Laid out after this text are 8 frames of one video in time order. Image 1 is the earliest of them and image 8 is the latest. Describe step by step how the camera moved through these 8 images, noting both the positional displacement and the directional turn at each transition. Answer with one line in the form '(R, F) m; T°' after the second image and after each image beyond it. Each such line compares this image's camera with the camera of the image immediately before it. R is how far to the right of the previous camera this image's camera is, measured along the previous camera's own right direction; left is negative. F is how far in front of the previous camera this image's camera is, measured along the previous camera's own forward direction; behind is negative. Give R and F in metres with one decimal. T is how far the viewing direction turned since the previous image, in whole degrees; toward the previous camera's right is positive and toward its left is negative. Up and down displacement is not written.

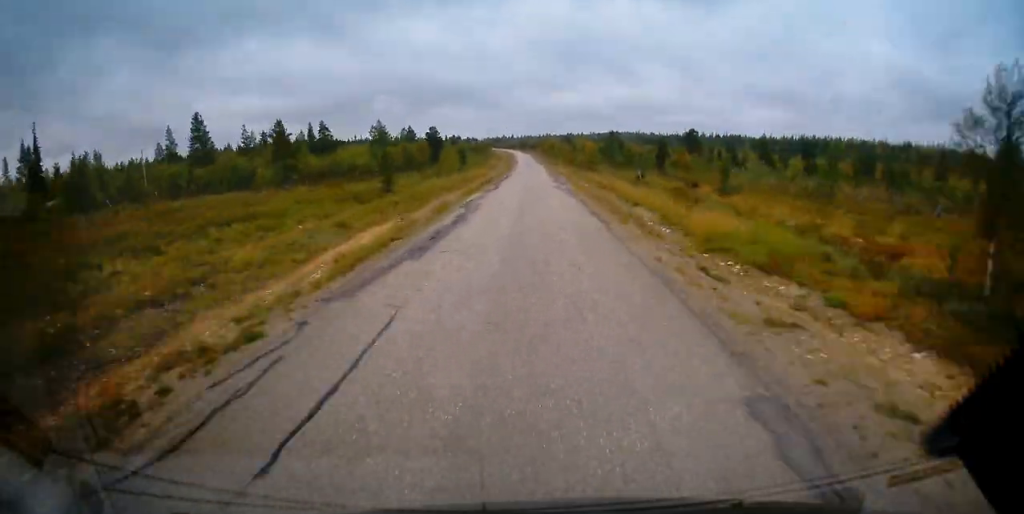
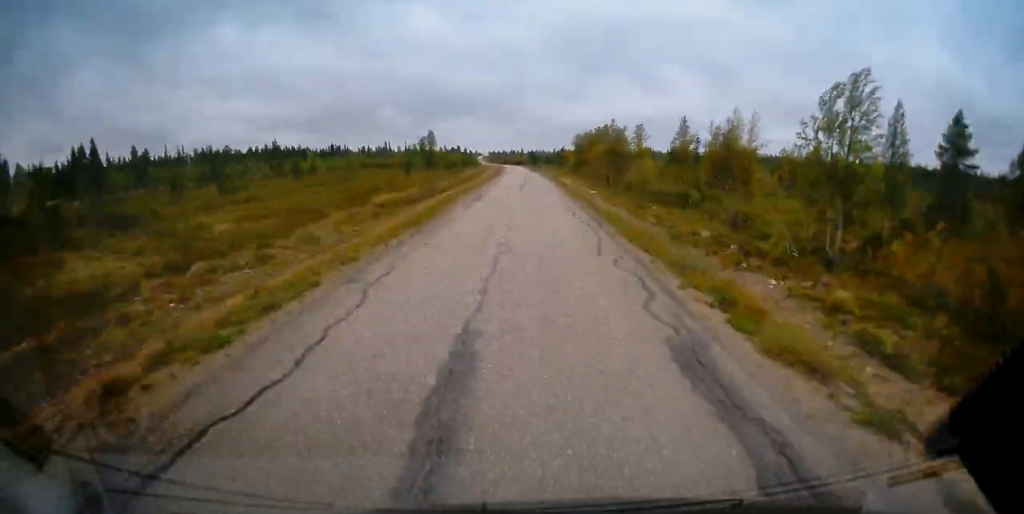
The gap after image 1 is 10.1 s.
(-2.3, +155.2) m; -2°
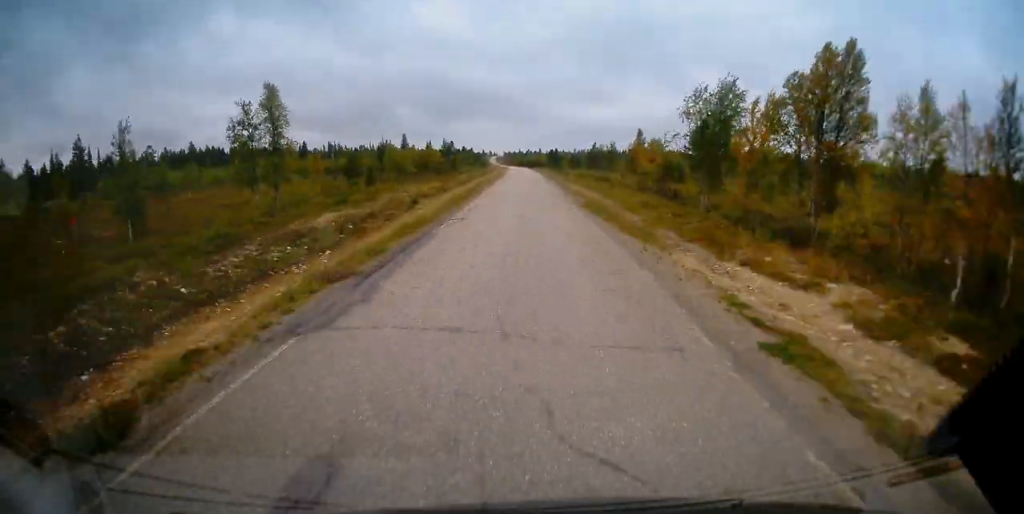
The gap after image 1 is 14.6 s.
(-0.9, +69.5) m; -1°
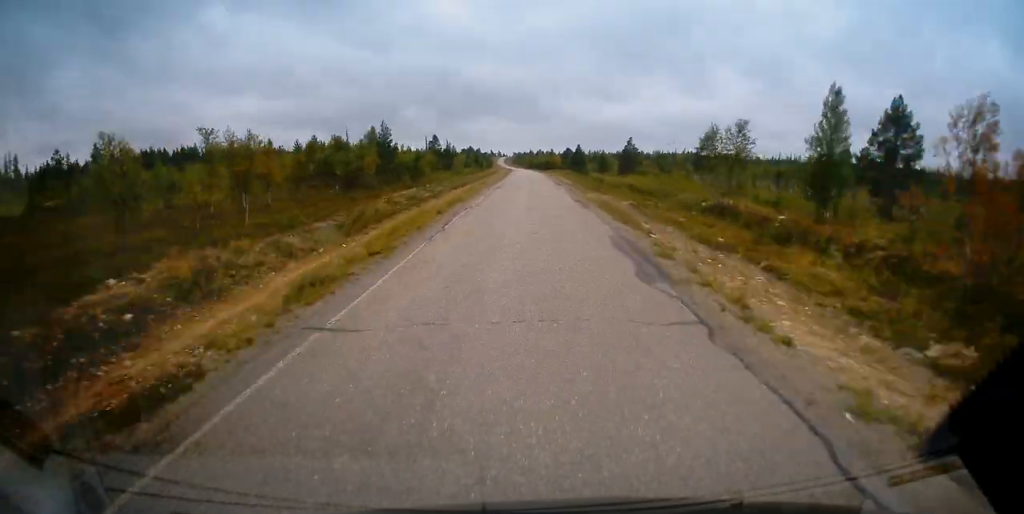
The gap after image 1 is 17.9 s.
(-0.3, +50.8) m; -1°
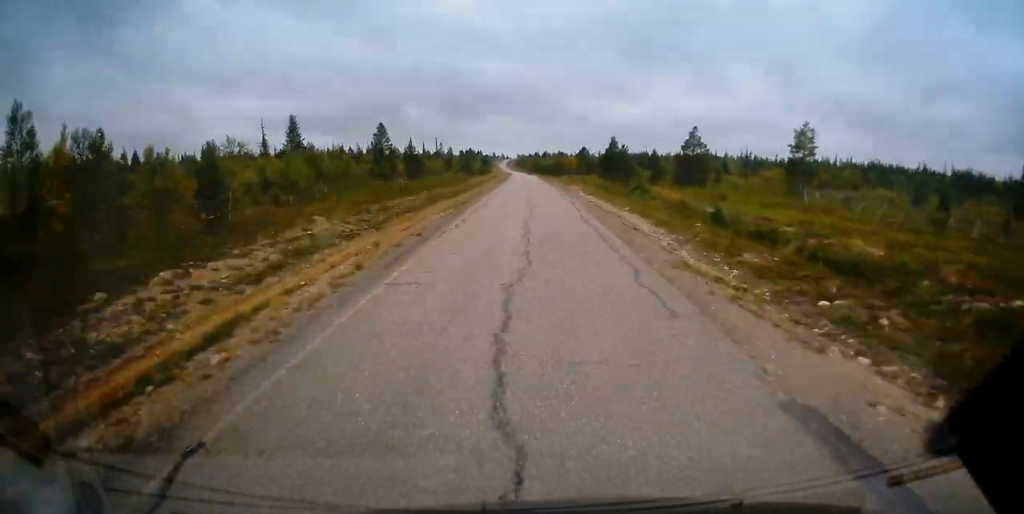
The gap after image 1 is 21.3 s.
(-0.2, +53.7) m; 0°
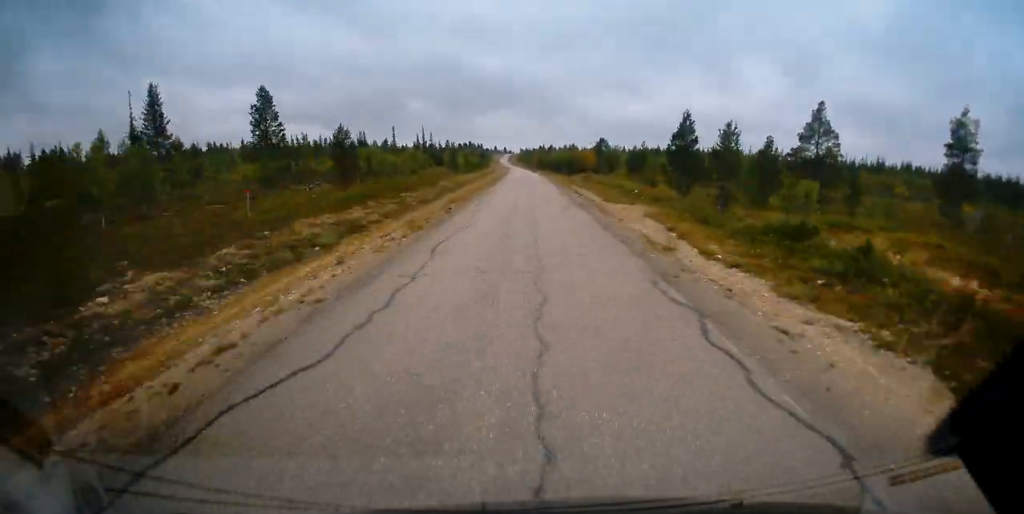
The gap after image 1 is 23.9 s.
(-0.1, +39.6) m; 0°
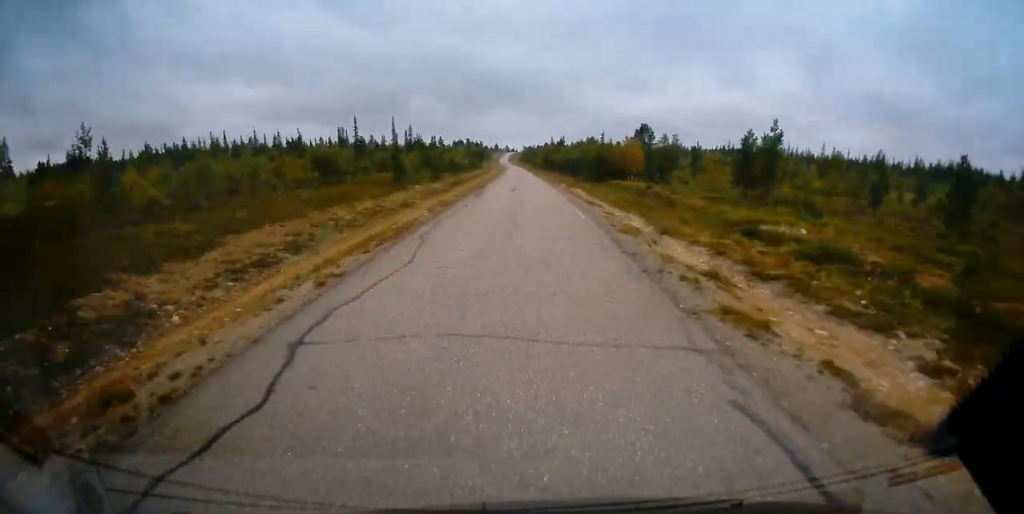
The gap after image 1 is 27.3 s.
(-0.1, +53.6) m; -1°
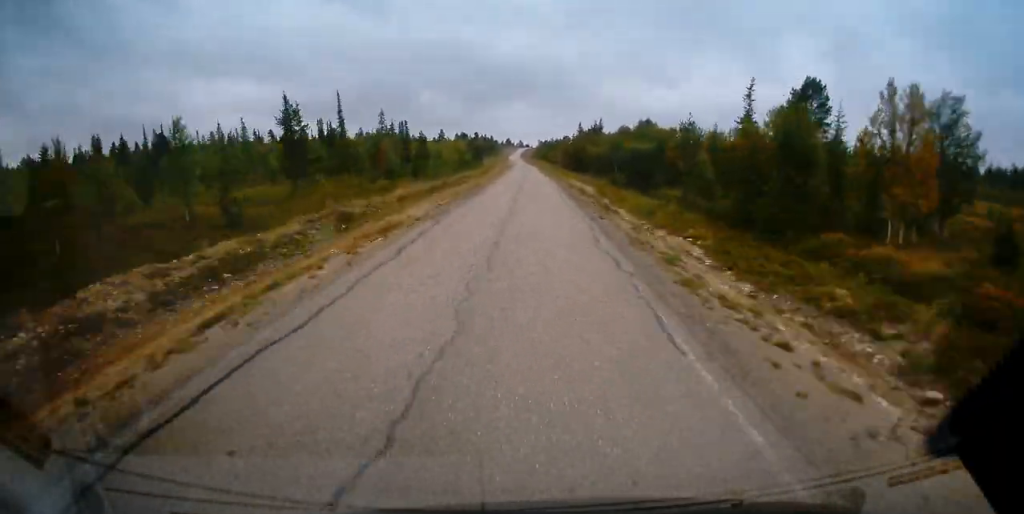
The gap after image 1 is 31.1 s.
(-0.5, +58.7) m; -1°
